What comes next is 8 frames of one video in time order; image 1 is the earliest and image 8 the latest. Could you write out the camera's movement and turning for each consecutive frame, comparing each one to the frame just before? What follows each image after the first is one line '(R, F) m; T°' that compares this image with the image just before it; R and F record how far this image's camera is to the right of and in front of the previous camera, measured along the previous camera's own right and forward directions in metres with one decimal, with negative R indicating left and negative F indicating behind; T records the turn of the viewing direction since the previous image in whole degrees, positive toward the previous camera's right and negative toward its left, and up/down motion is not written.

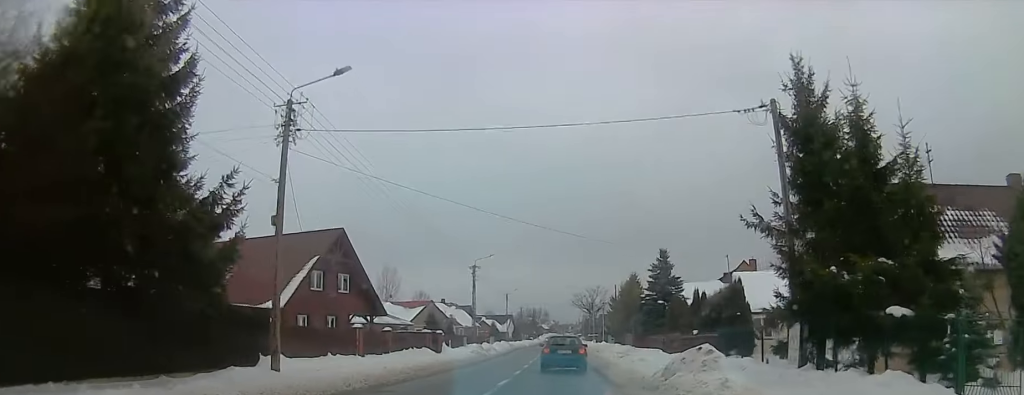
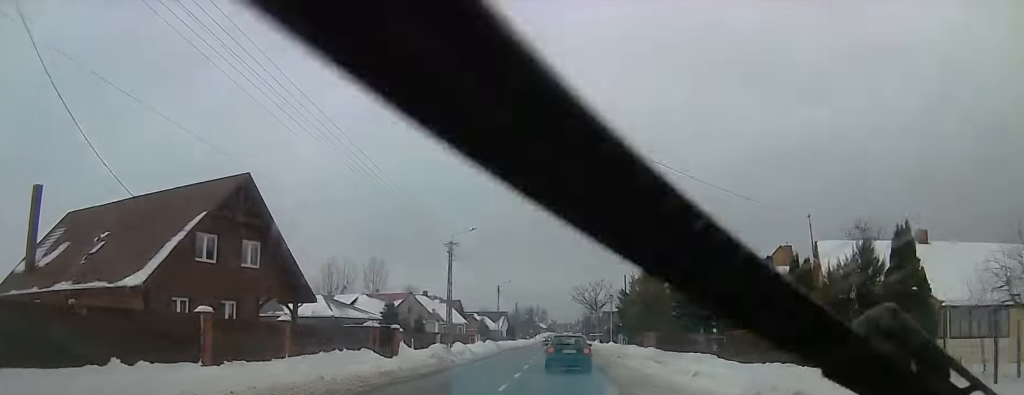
(0.0, +14.2) m; 0°
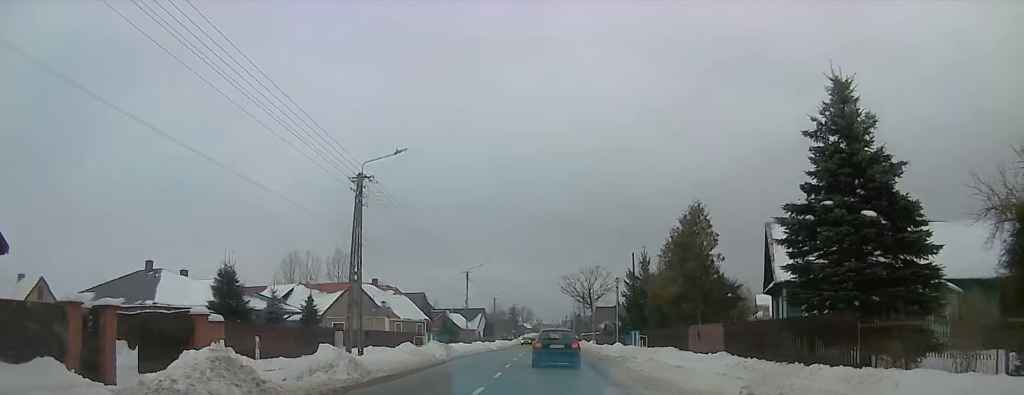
(0.0, +20.1) m; 0°
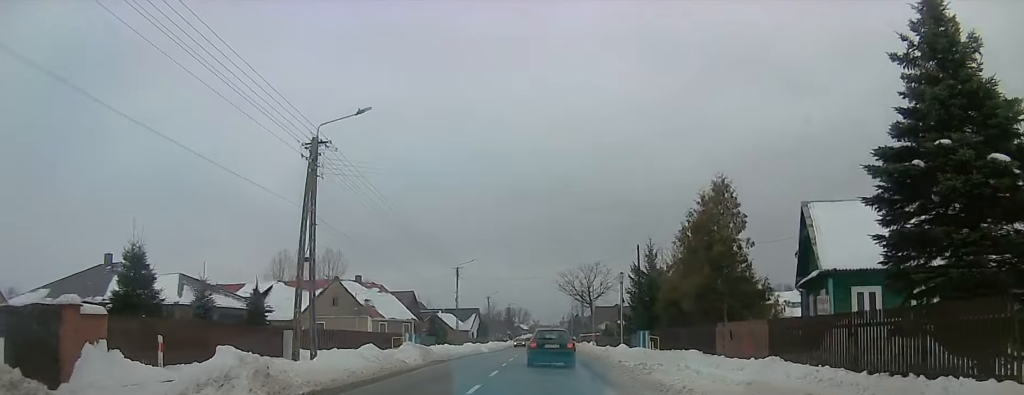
(0.0, +5.5) m; 0°
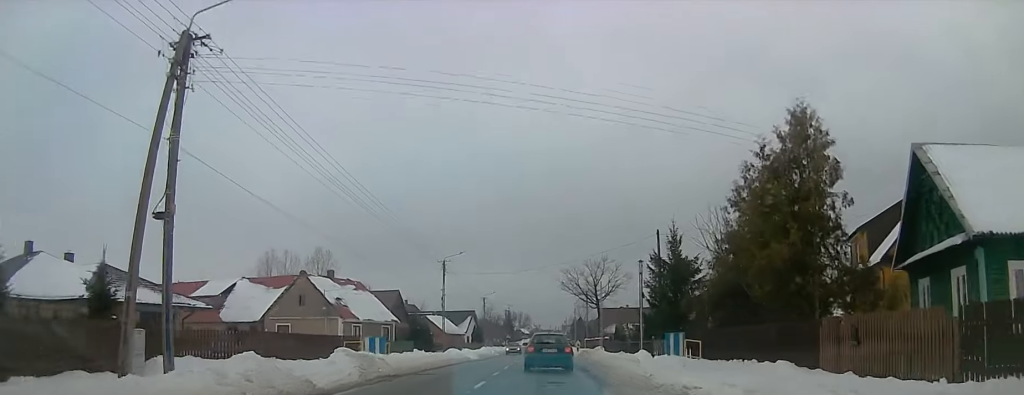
(0.0, +9.7) m; +2°
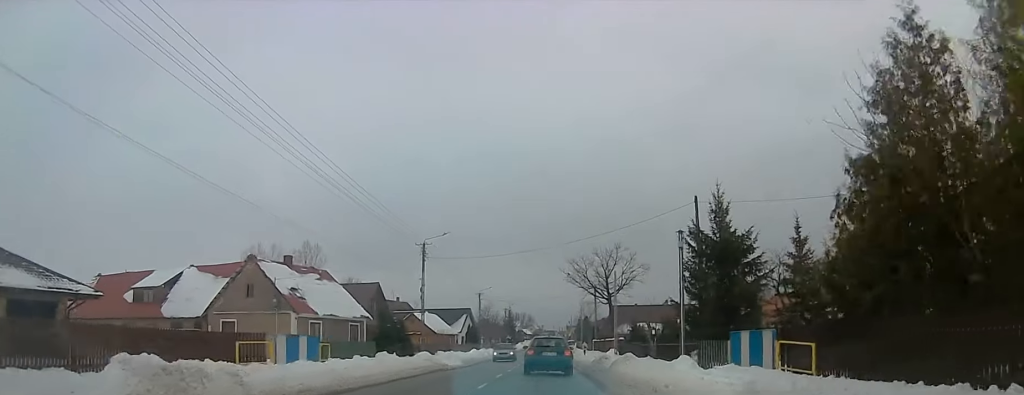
(+0.4, +11.3) m; +2°
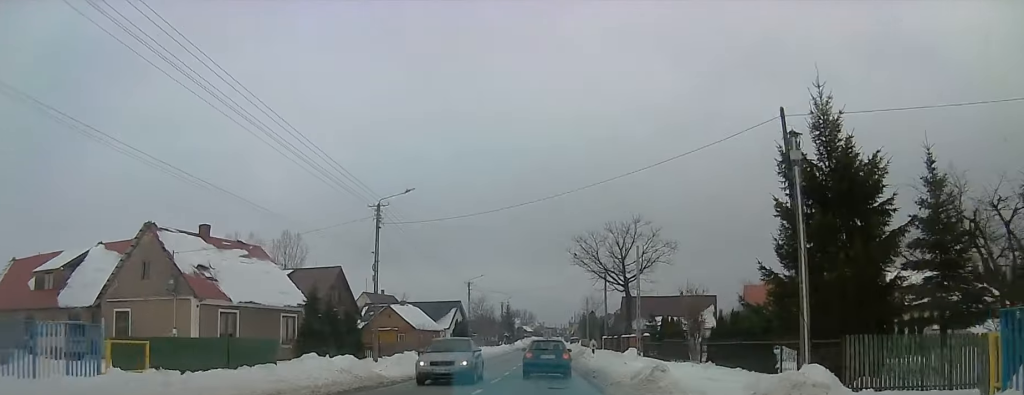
(0.0, +13.6) m; -2°
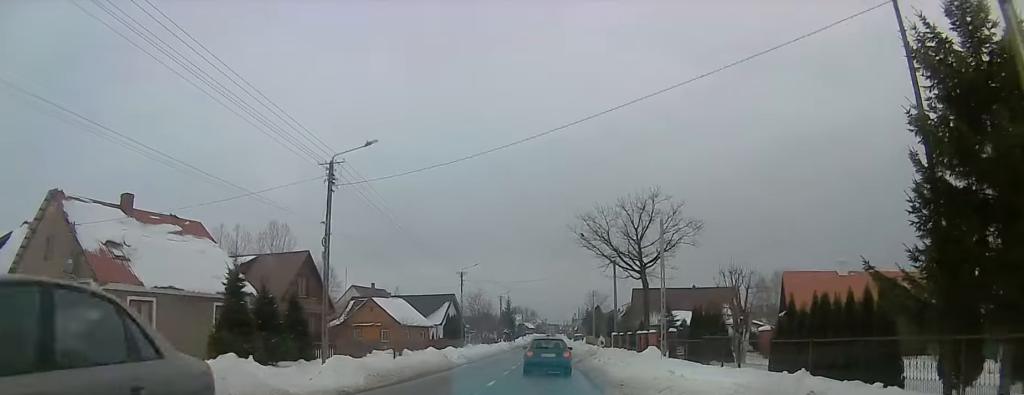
(-0.2, +8.1) m; -2°
